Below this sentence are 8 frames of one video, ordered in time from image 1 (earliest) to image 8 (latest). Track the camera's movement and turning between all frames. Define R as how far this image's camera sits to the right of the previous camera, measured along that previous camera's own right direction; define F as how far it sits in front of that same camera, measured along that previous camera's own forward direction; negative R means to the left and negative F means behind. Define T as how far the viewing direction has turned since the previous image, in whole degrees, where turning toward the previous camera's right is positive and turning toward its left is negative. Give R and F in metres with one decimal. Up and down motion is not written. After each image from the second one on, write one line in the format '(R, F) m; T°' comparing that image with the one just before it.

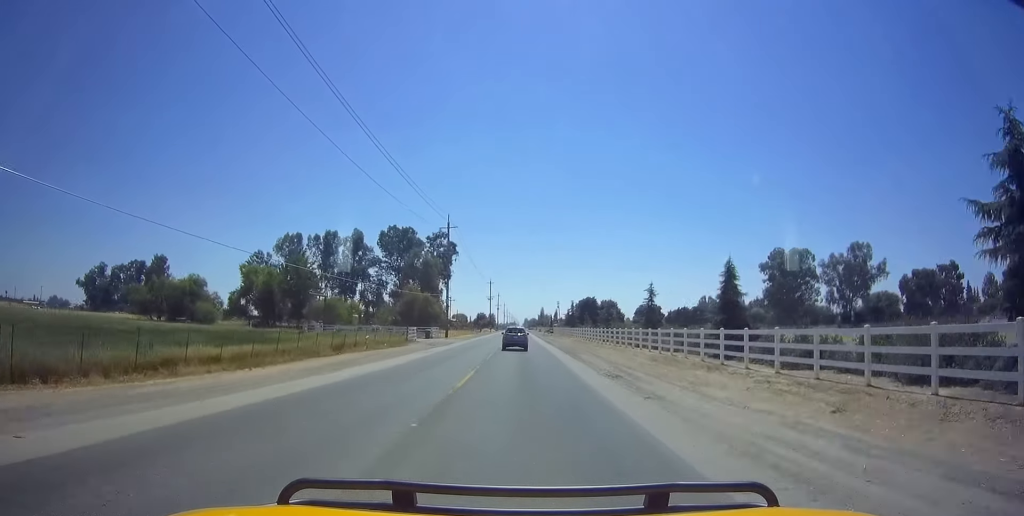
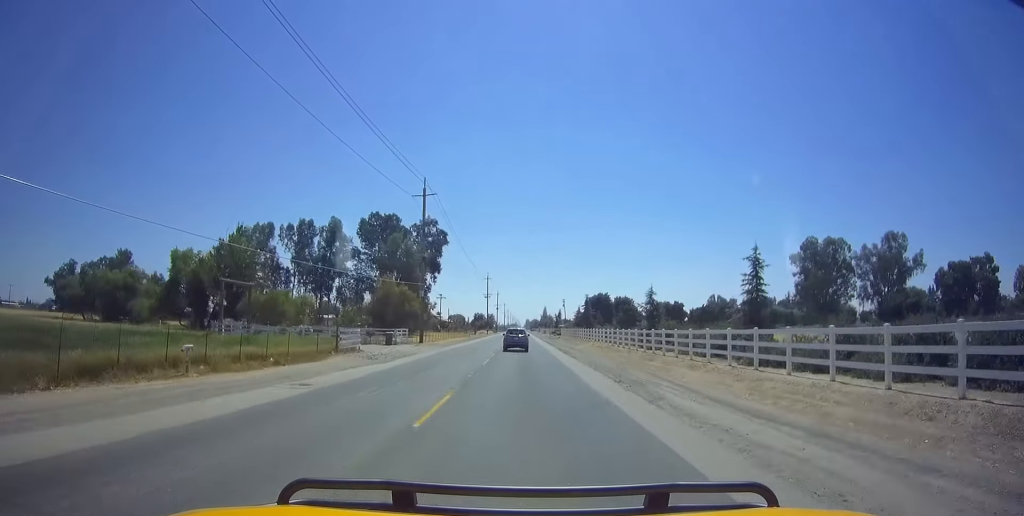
(0.0, +20.3) m; -1°
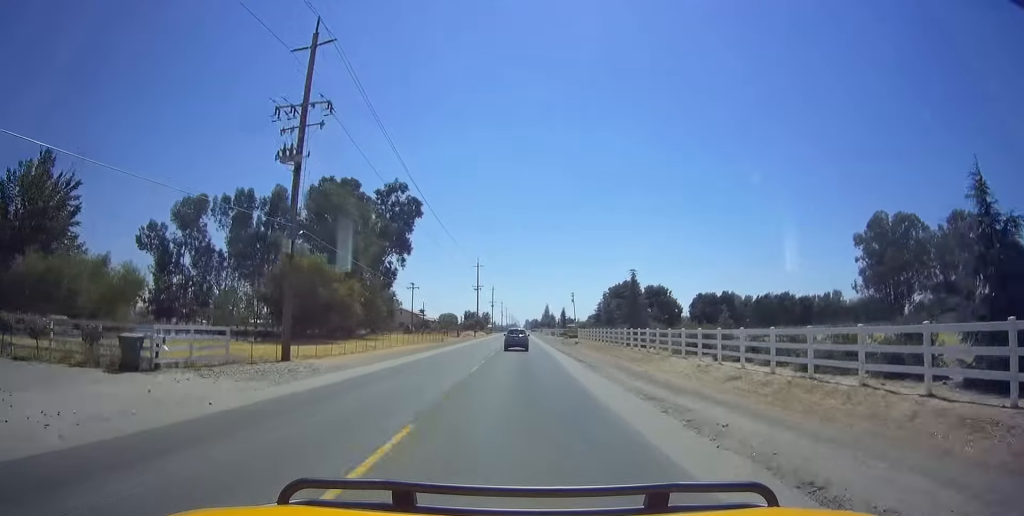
(-0.8, +33.2) m; -1°
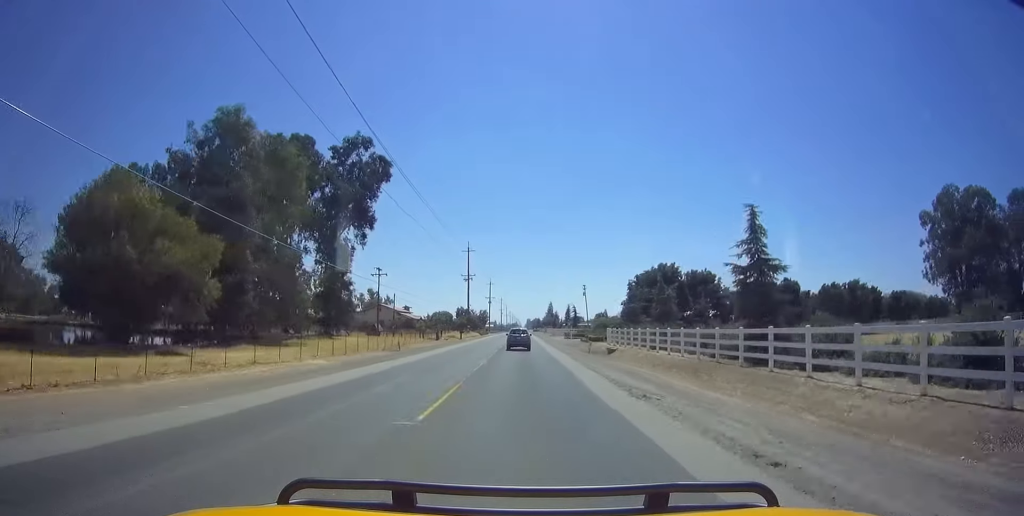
(+0.5, +24.5) m; +2°
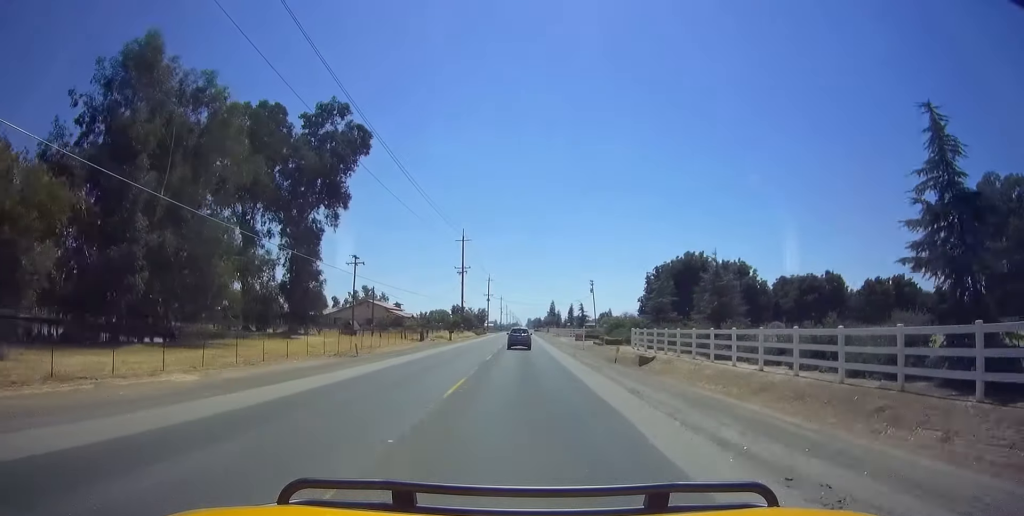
(+0.1, +11.5) m; 0°
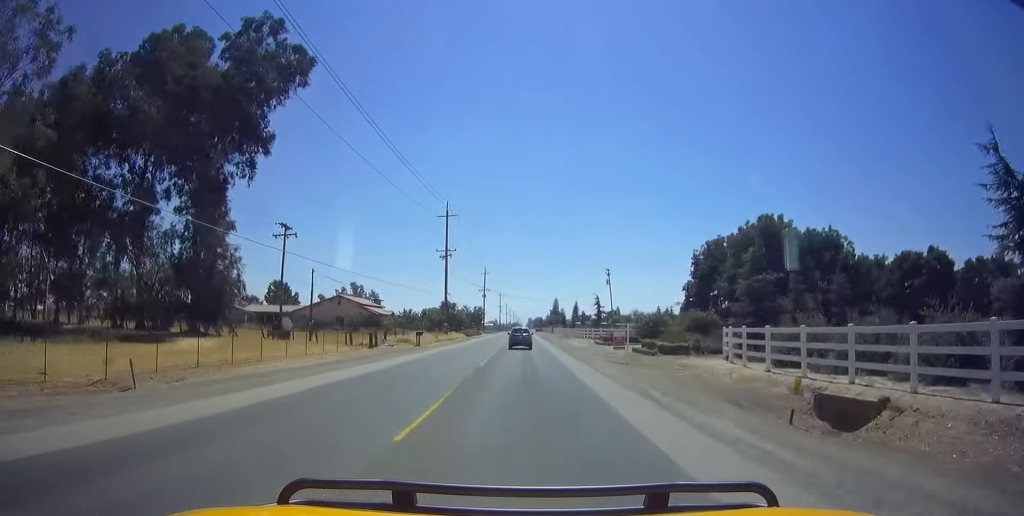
(0.0, +19.9) m; 0°
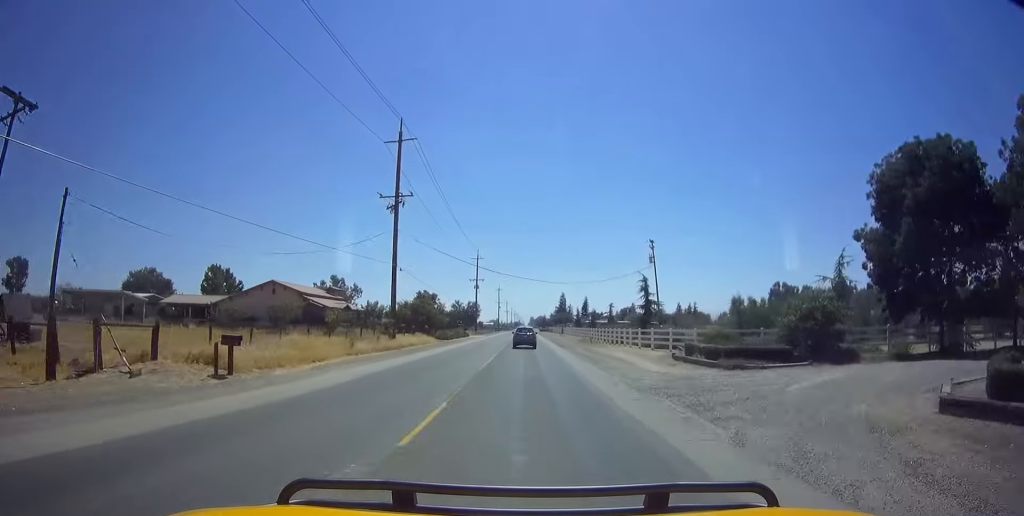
(0.0, +29.1) m; 0°
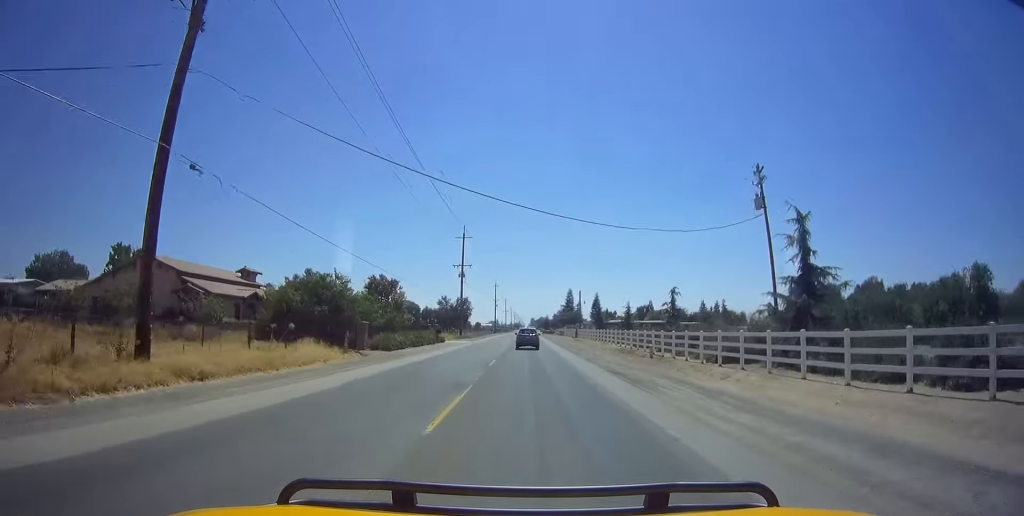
(0.0, +28.3) m; 0°
